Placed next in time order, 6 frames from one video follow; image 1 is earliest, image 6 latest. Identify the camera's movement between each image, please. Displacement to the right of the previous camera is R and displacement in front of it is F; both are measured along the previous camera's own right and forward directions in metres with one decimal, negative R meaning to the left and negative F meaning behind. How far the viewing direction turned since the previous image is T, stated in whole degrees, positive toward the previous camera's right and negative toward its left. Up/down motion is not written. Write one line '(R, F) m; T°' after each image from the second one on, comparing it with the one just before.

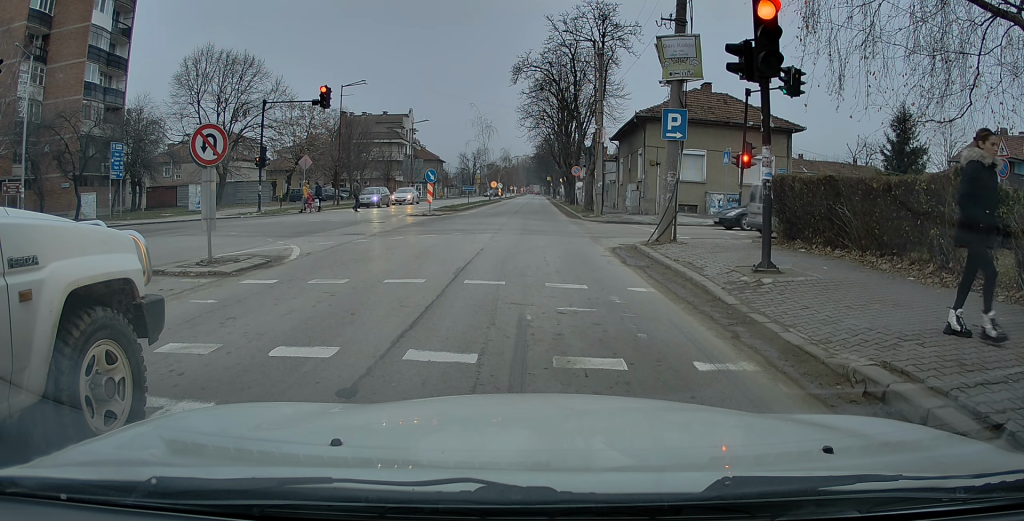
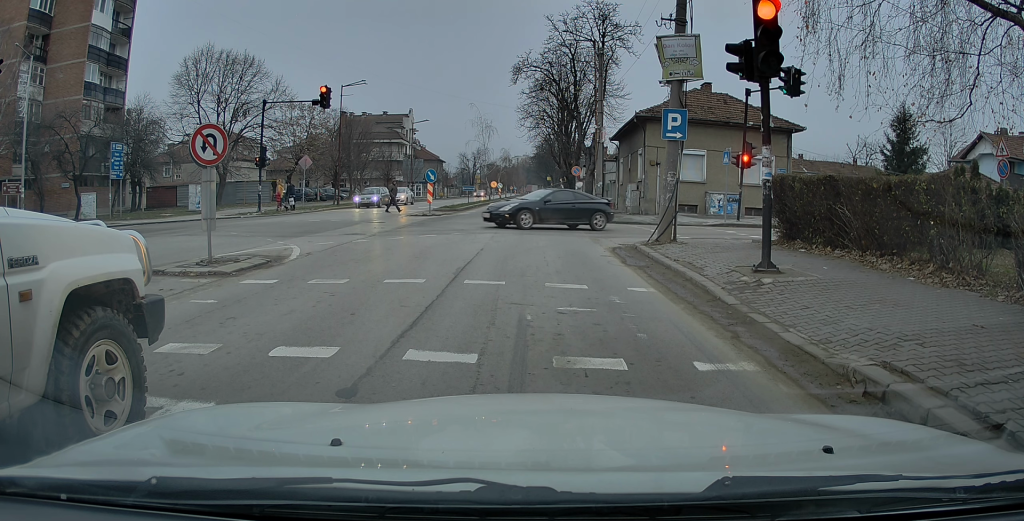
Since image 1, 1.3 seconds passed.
(0.0, 0.0) m; 0°
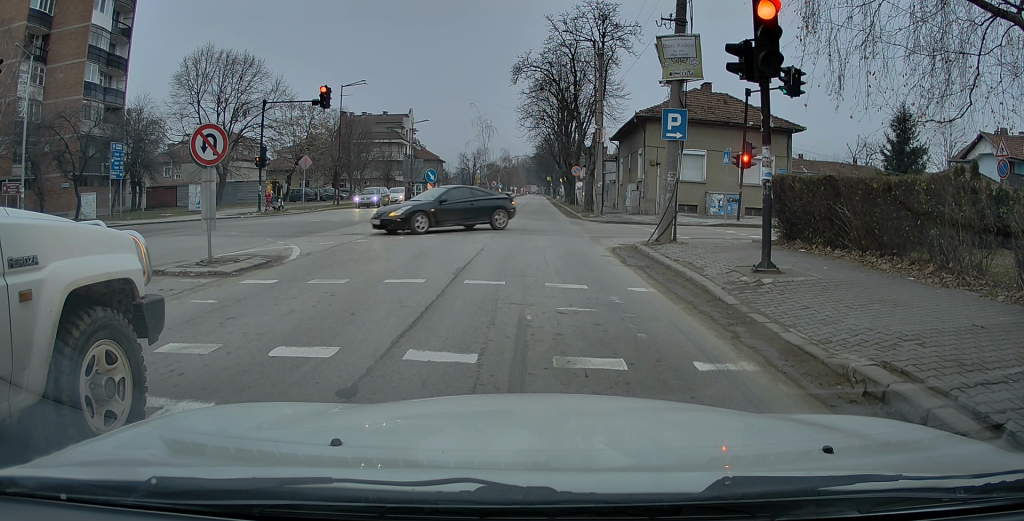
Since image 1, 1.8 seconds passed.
(0.0, 0.0) m; 0°
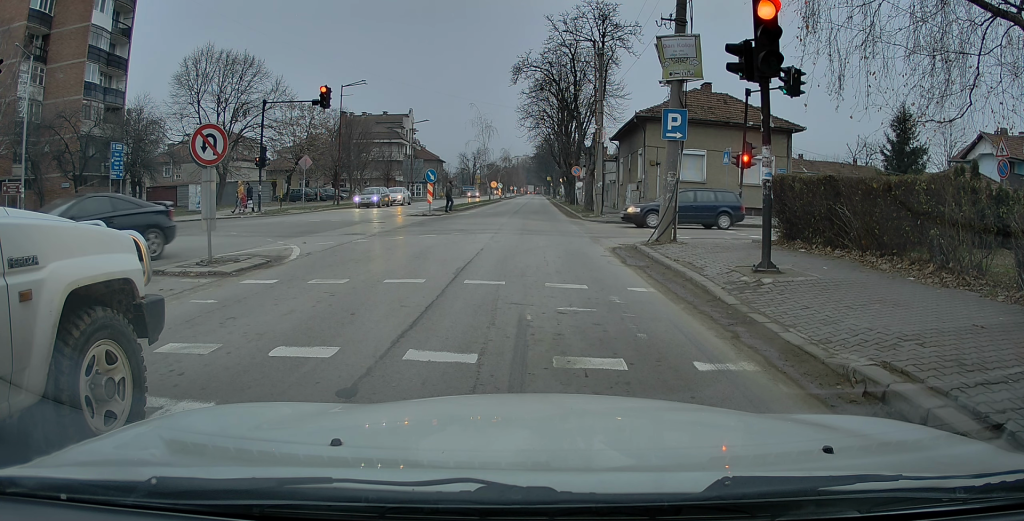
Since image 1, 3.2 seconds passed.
(0.0, 0.0) m; 0°
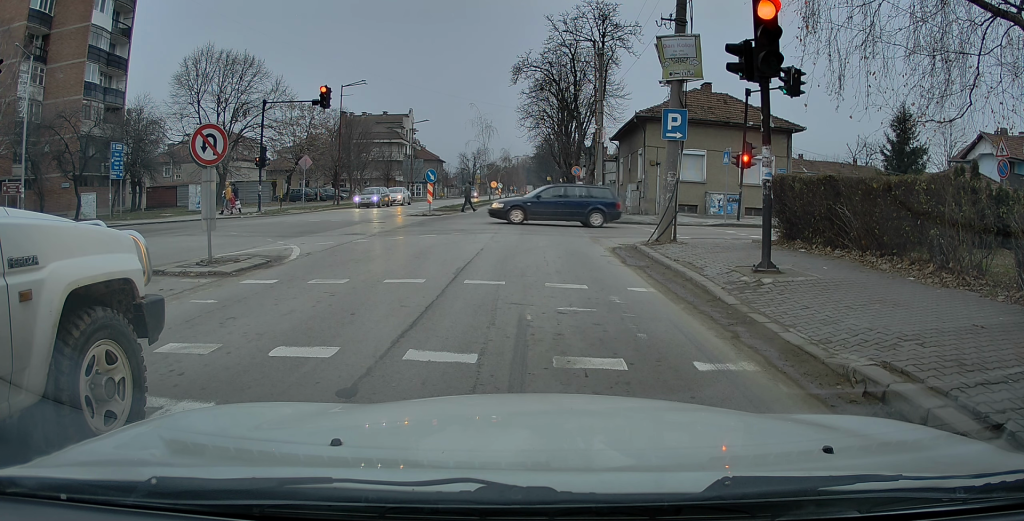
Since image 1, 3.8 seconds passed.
(0.0, 0.0) m; 0°
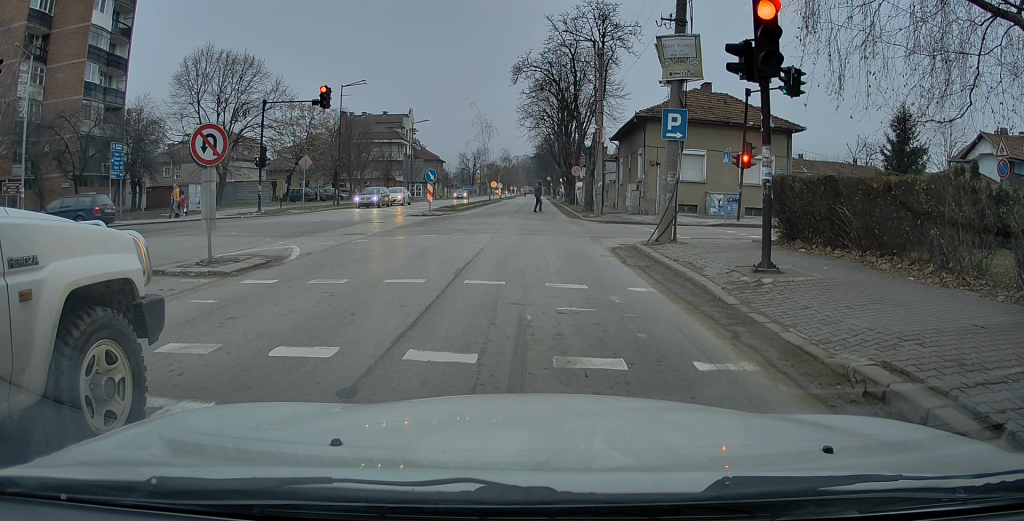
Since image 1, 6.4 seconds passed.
(0.0, 0.0) m; 0°
